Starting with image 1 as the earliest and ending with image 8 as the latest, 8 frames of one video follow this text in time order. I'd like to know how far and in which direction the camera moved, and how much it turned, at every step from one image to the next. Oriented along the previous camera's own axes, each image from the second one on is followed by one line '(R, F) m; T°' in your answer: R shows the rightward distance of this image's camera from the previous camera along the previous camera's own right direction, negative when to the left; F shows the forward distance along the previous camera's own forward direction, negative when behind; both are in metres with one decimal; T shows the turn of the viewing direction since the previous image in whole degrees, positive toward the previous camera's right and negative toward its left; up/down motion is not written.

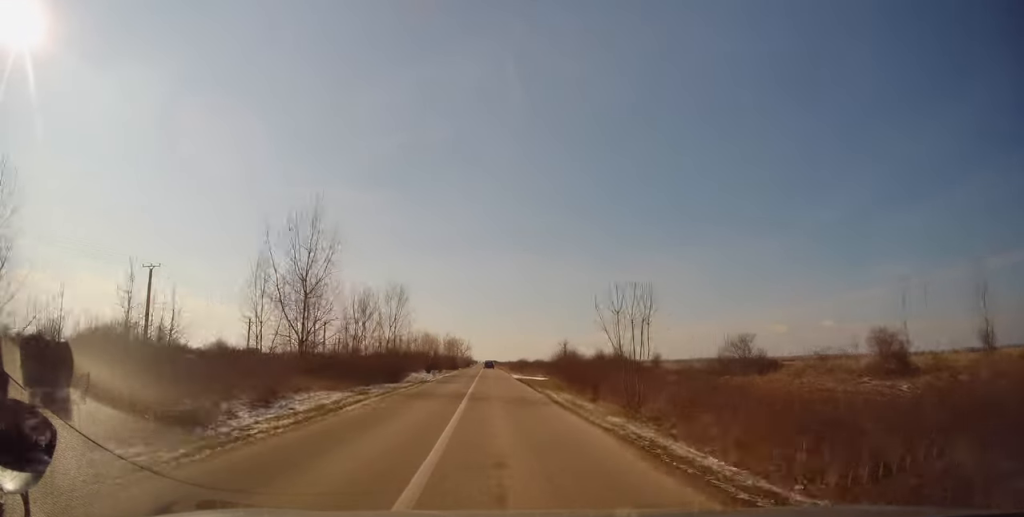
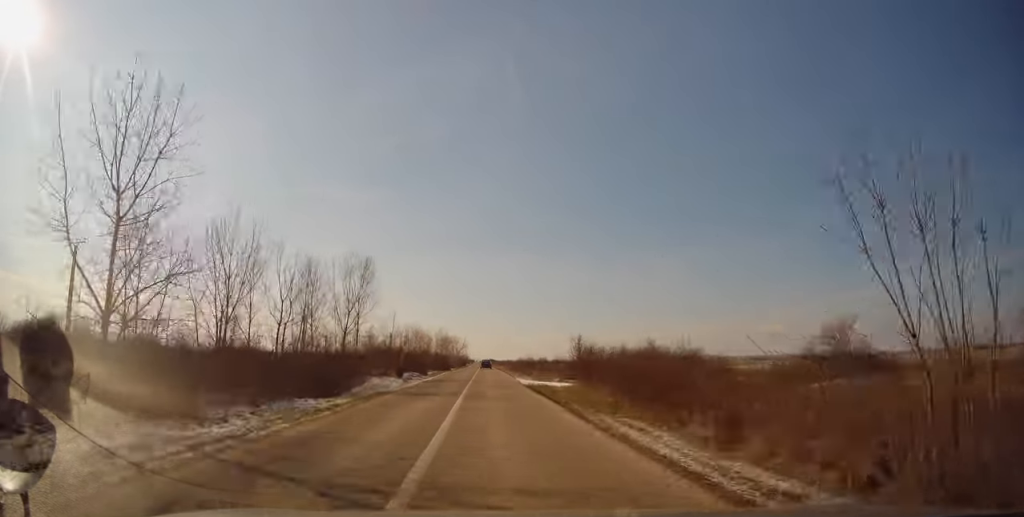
(-0.1, +13.2) m; -1°
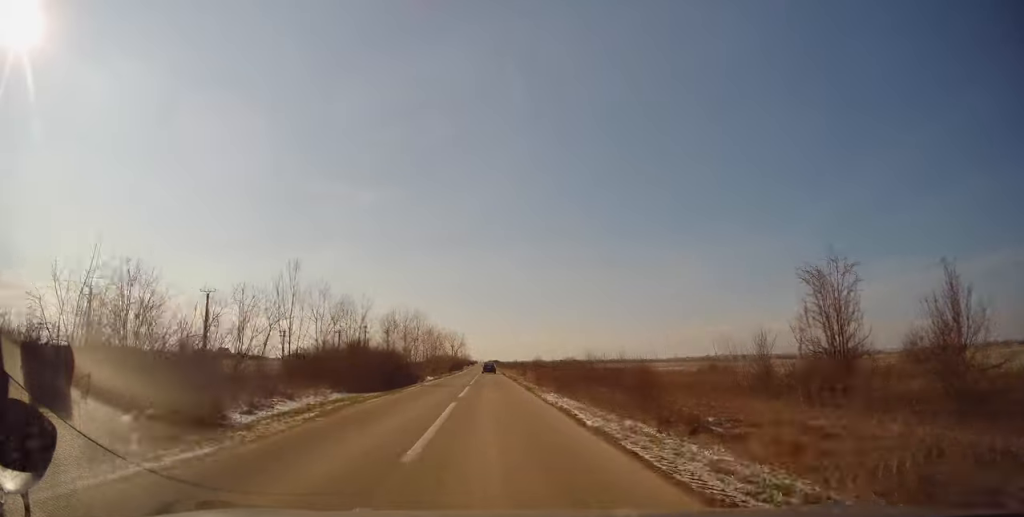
(+0.2, +44.6) m; 0°
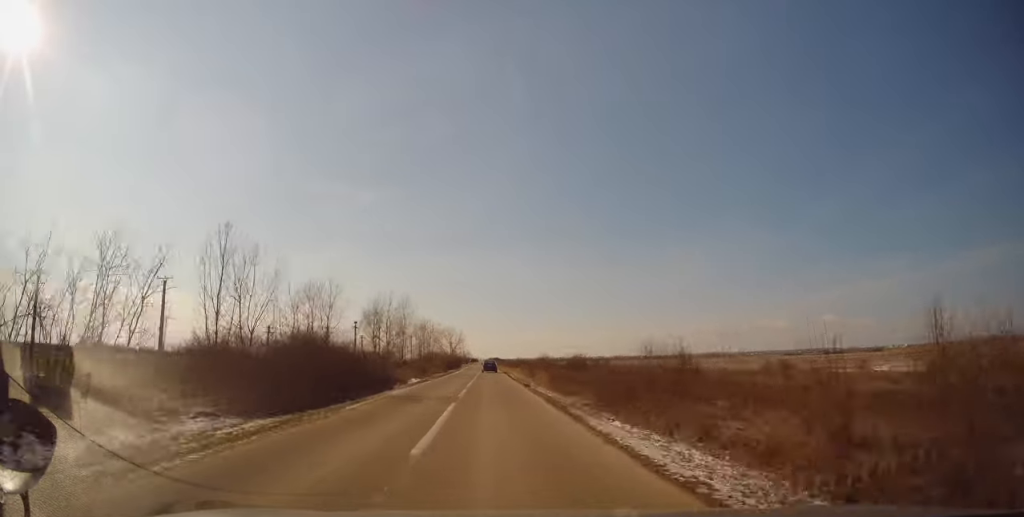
(0.0, +11.6) m; 0°
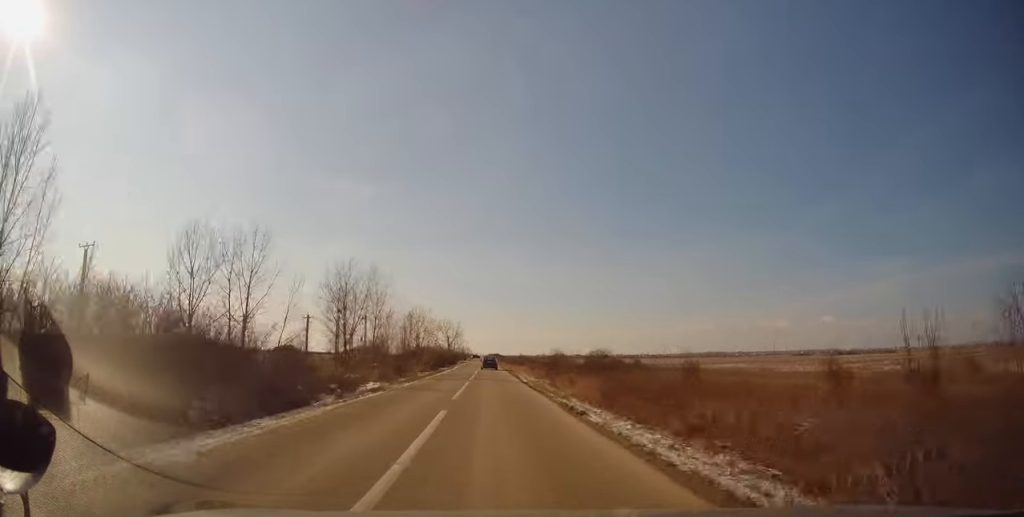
(0.0, +15.5) m; 0°
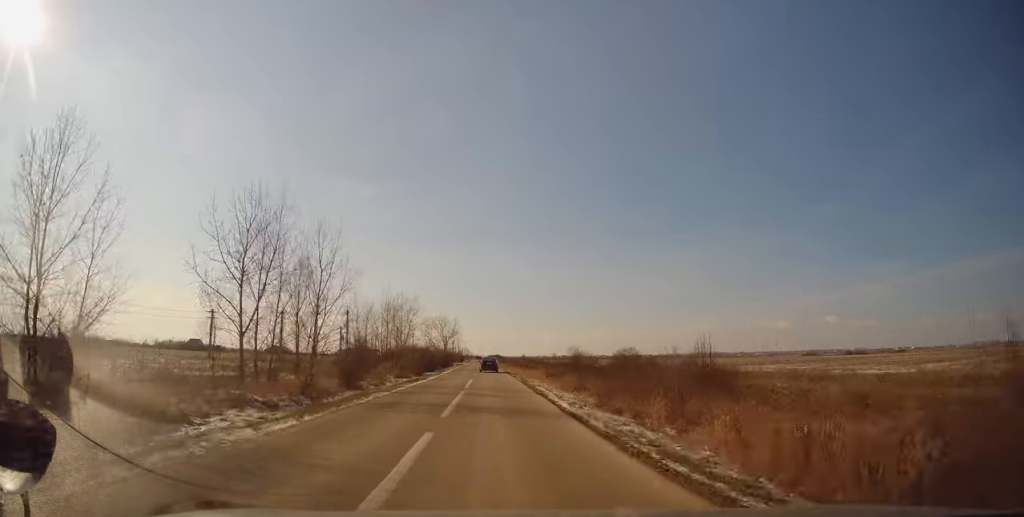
(0.0, +15.8) m; -1°
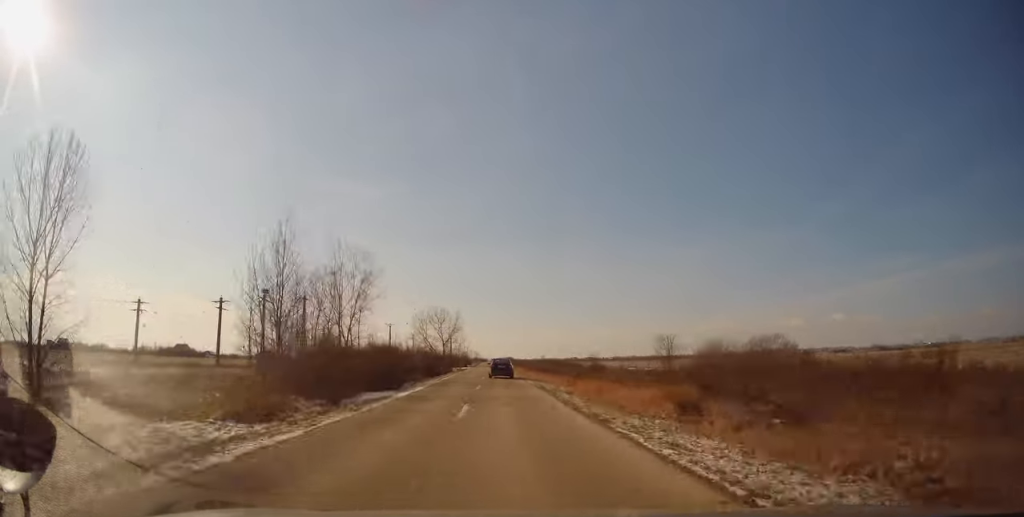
(-0.4, +29.7) m; -1°
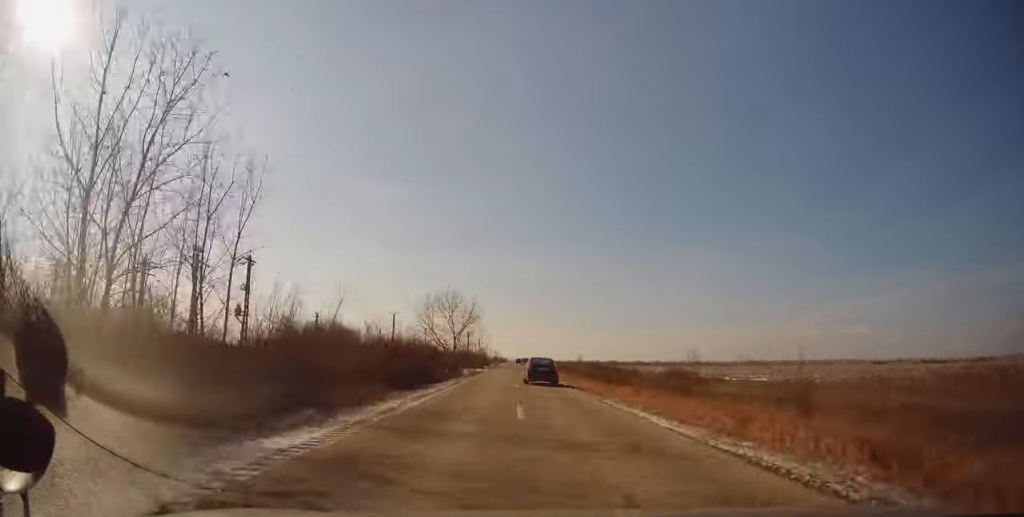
(+0.1, +24.8) m; -1°
